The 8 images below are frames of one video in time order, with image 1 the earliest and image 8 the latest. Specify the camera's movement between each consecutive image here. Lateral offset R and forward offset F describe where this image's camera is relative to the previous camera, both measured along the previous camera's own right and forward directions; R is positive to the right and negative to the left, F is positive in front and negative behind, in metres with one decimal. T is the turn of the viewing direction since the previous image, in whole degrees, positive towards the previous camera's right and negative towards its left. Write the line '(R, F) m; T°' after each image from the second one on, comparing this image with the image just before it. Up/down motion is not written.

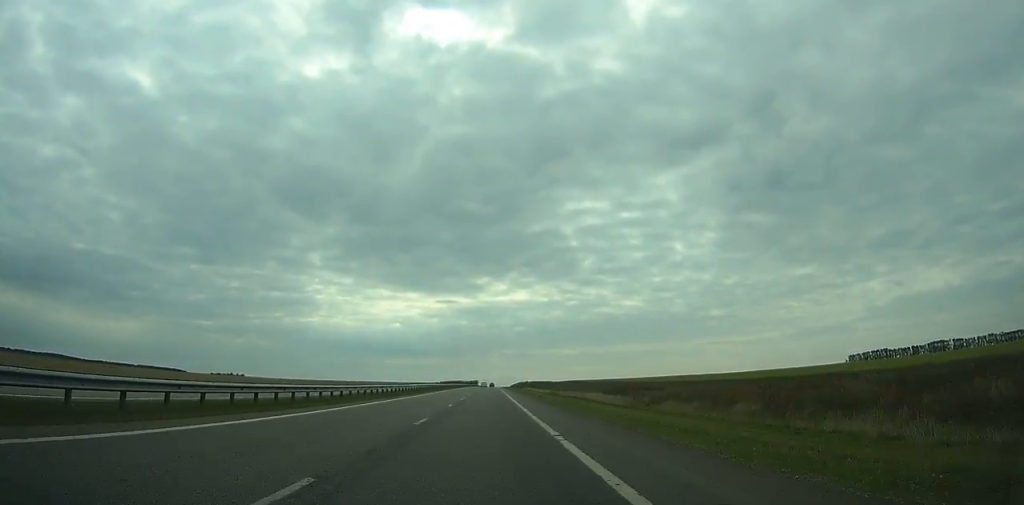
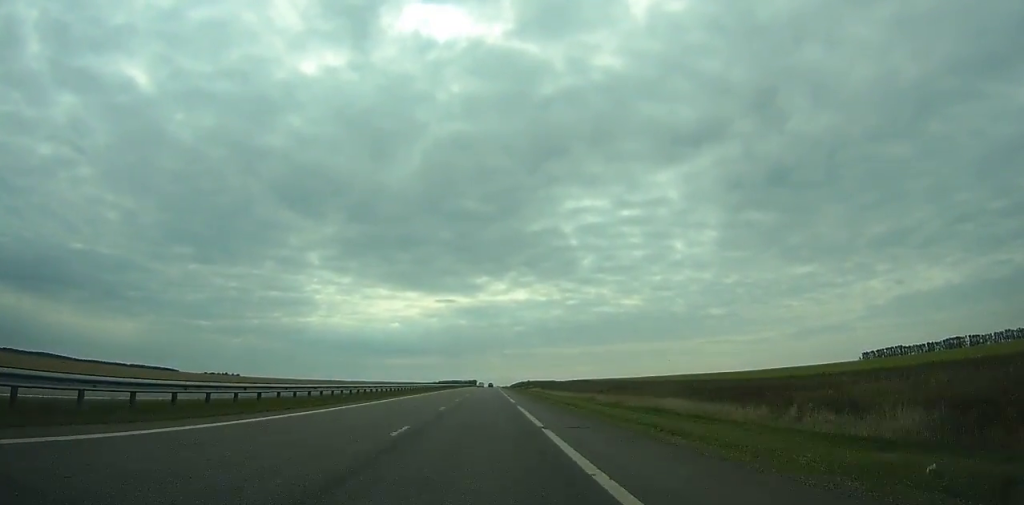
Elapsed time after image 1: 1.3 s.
(+0.1, +39.2) m; 0°
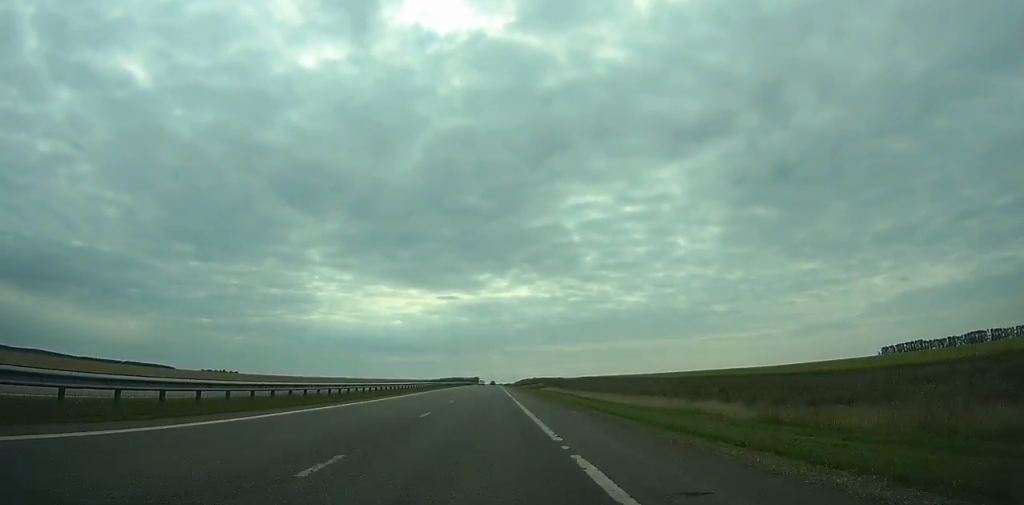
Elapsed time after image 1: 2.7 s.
(0.0, +42.3) m; 0°
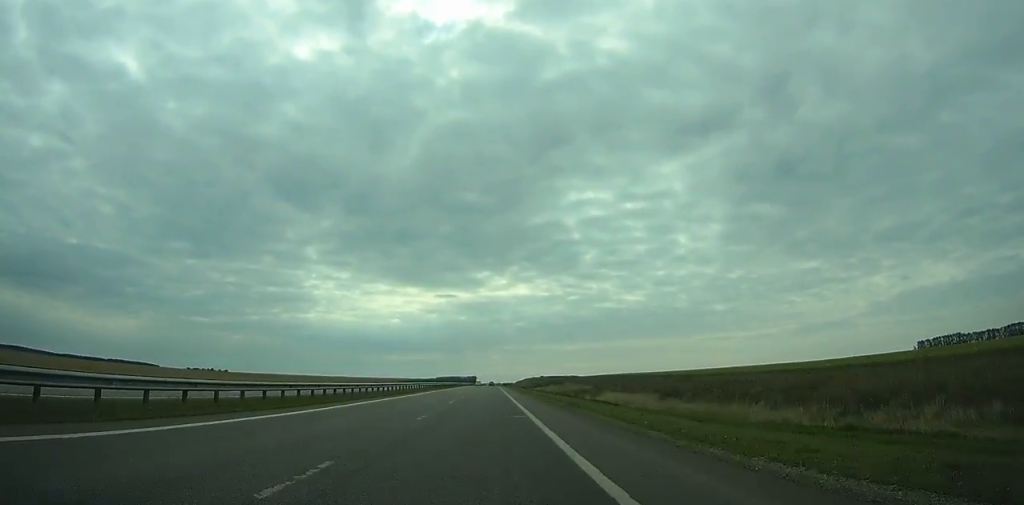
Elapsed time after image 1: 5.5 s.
(0.0, +84.7) m; 0°
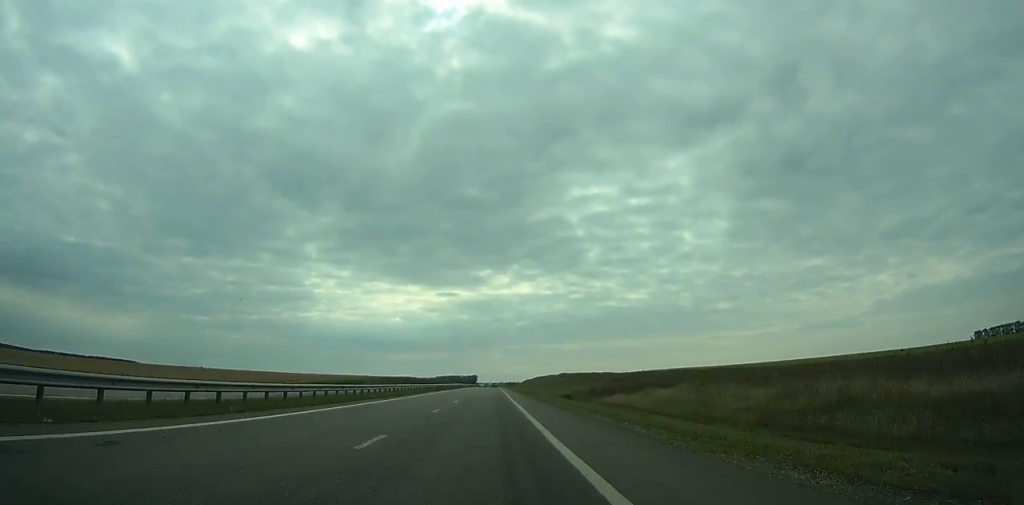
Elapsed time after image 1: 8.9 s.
(0.0, +103.0) m; 0°
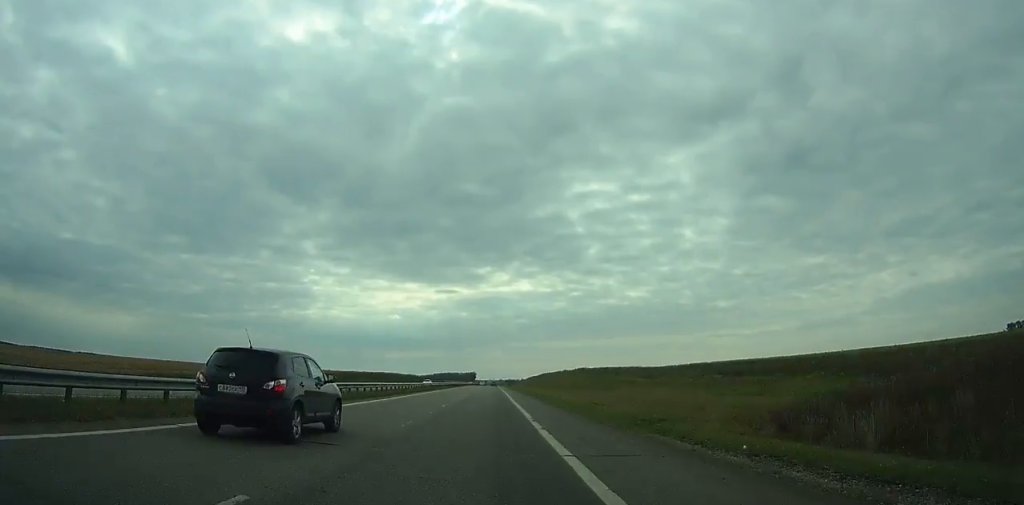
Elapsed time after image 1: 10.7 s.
(0.0, +54.5) m; 0°
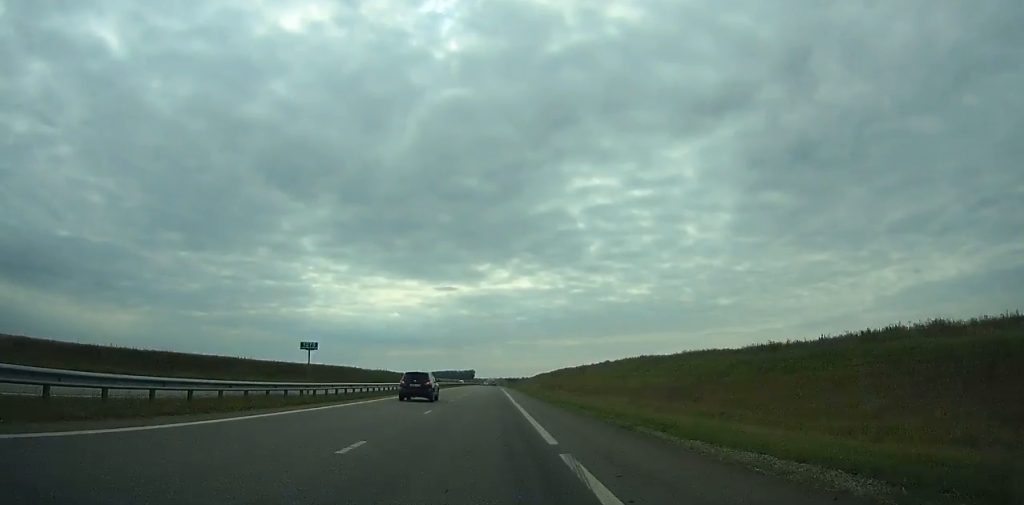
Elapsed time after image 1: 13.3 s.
(0.0, +78.5) m; 0°
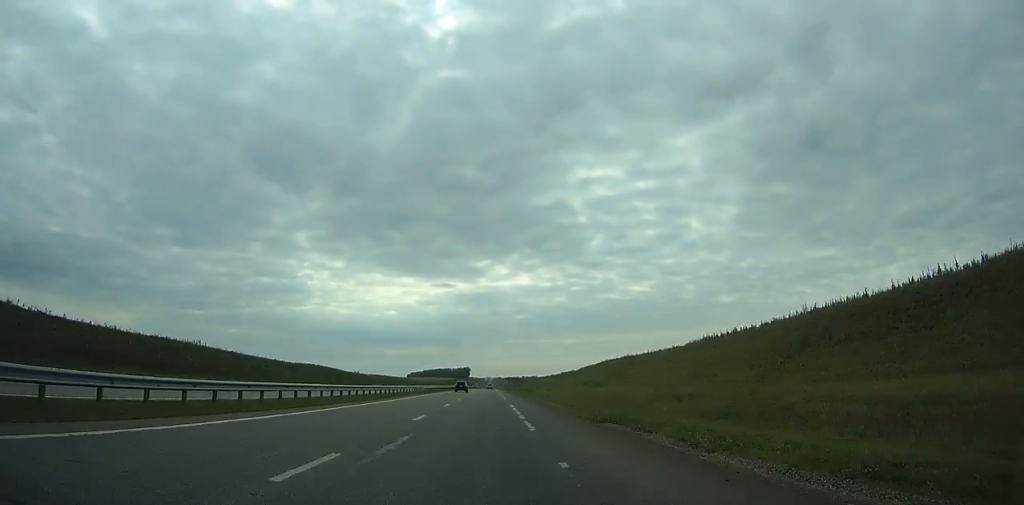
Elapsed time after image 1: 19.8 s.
(0.0, +194.5) m; 0°
